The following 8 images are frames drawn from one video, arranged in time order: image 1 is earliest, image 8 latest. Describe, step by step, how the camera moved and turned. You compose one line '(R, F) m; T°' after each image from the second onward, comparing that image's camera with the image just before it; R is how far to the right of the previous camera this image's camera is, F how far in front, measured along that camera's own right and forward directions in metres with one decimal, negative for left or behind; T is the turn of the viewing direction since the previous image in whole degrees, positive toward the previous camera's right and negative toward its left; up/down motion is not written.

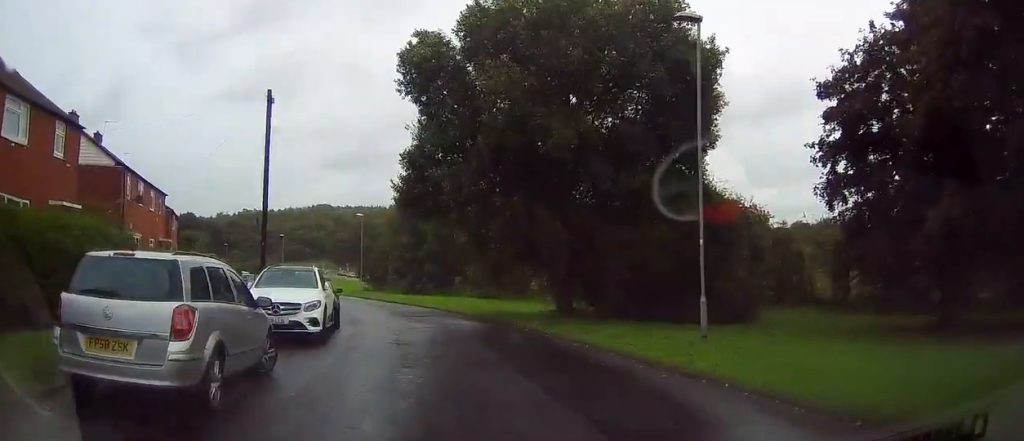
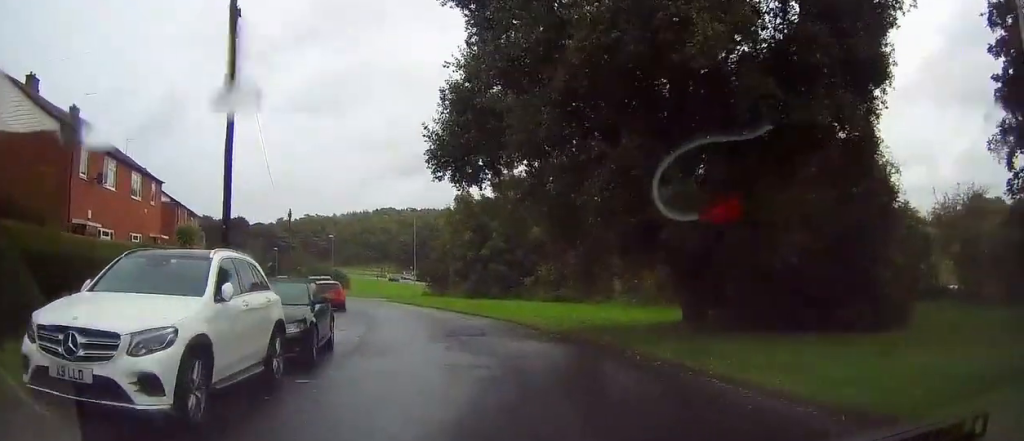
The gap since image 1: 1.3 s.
(-1.0, +8.4) m; -7°
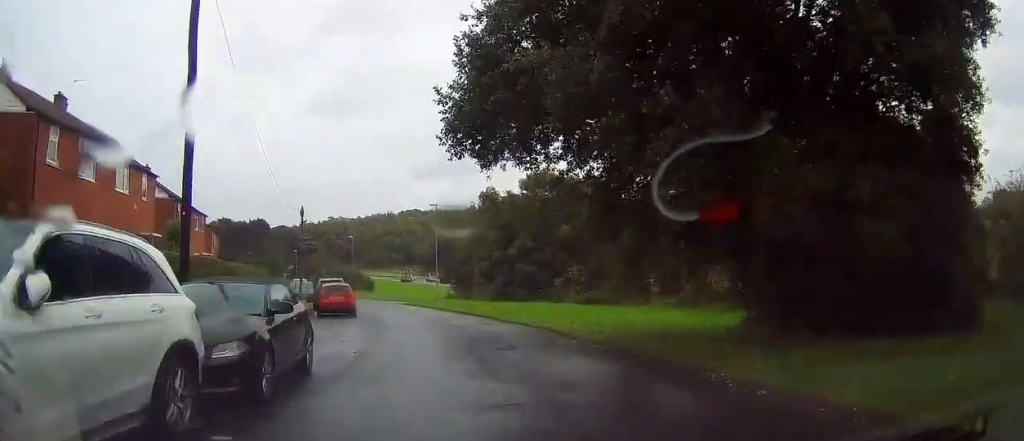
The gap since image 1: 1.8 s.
(+0.2, +3.3) m; -1°
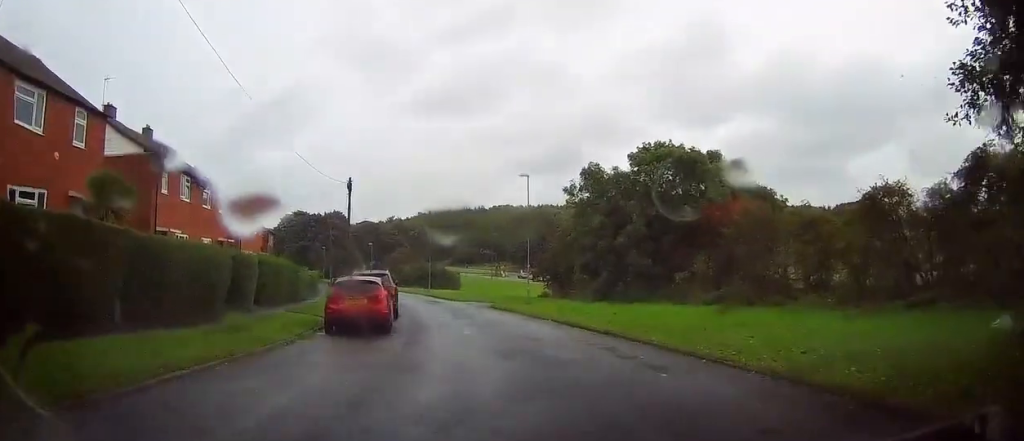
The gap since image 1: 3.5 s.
(-1.1, +11.7) m; -5°
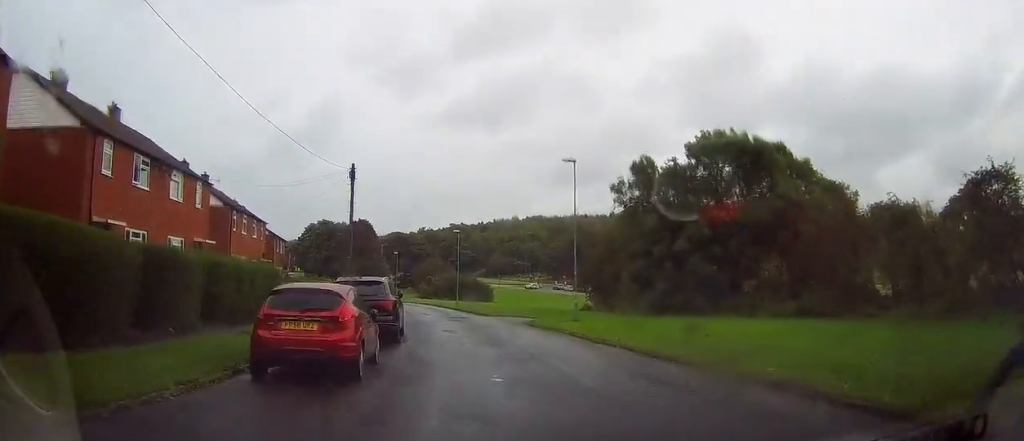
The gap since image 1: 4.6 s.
(0.0, +7.2) m; -3°
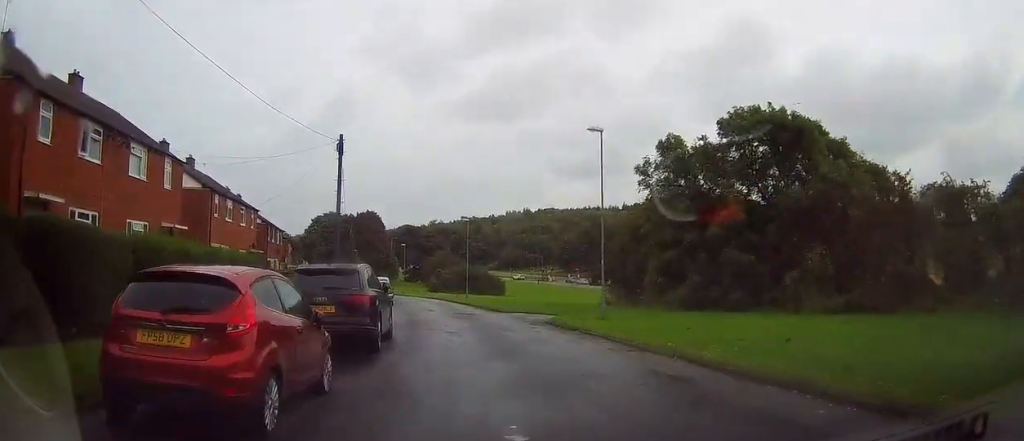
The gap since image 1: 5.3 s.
(-0.2, +4.5) m; -3°
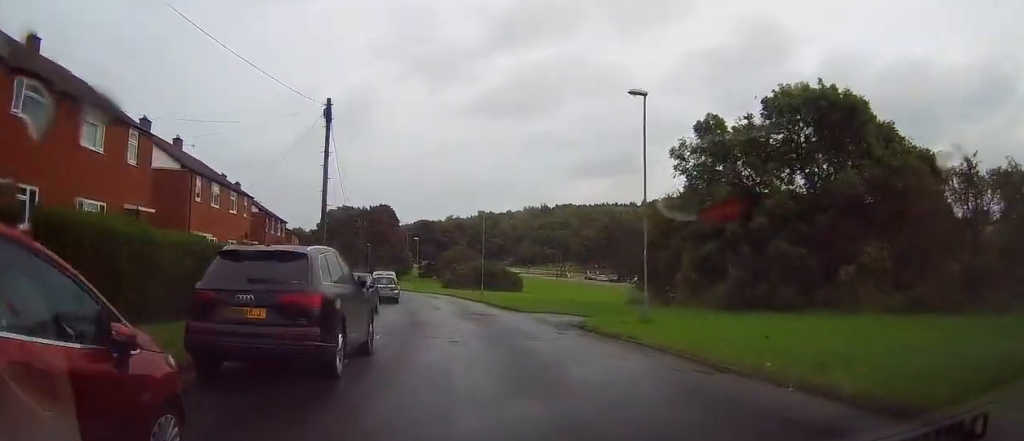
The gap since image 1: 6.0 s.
(-0.2, +4.5) m; -2°
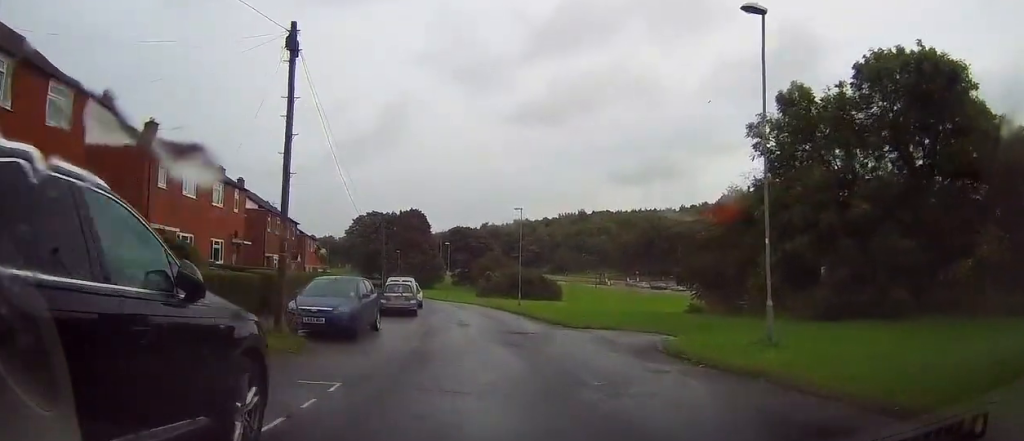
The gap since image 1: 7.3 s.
(0.0, +7.2) m; -2°
